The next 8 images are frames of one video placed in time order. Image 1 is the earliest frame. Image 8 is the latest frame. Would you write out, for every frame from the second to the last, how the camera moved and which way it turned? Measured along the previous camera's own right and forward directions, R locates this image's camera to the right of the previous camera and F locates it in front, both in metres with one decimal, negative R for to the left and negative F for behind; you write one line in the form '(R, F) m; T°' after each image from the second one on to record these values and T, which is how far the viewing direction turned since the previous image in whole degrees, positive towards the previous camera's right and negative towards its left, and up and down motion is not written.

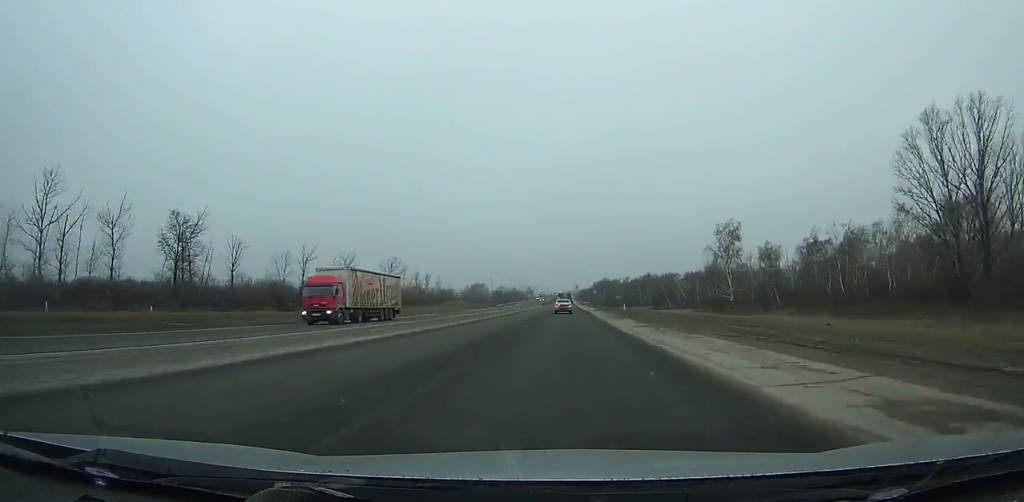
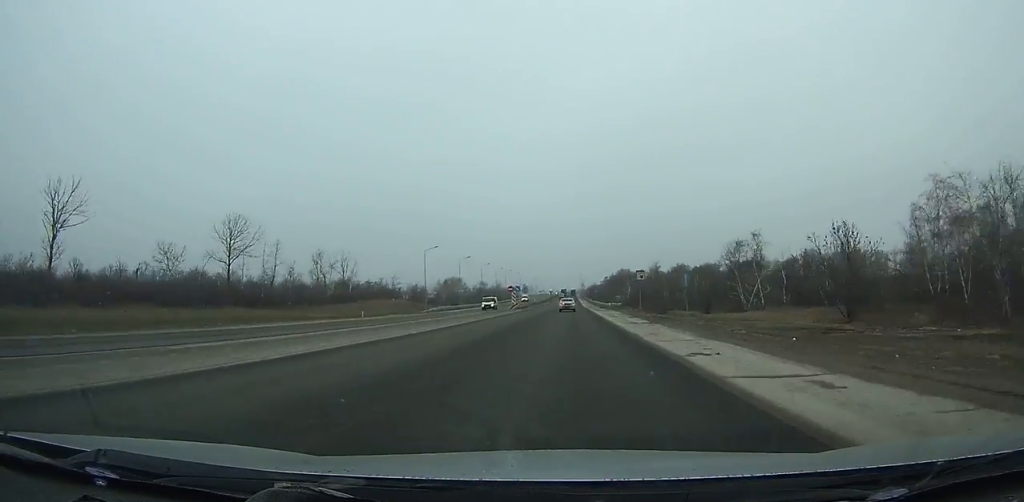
(-0.3, +98.7) m; 0°
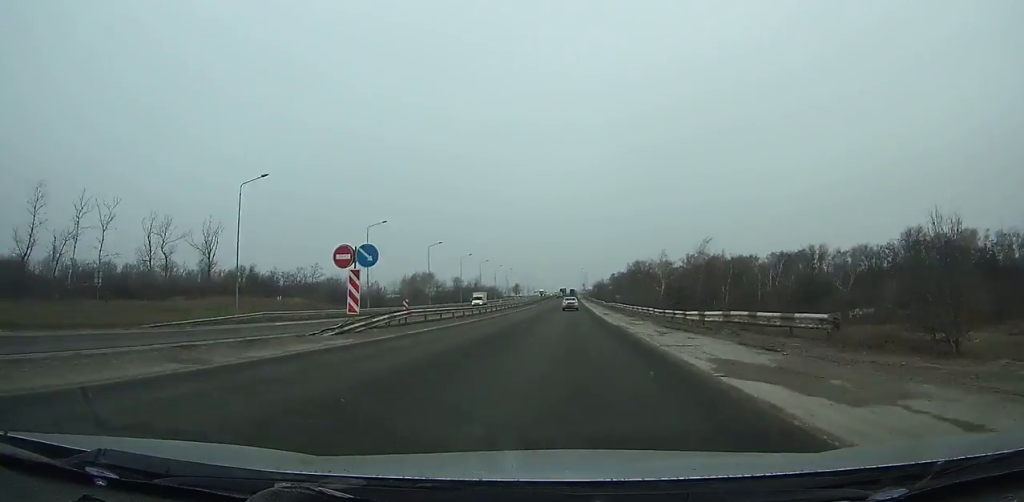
(+0.2, +61.2) m; 0°
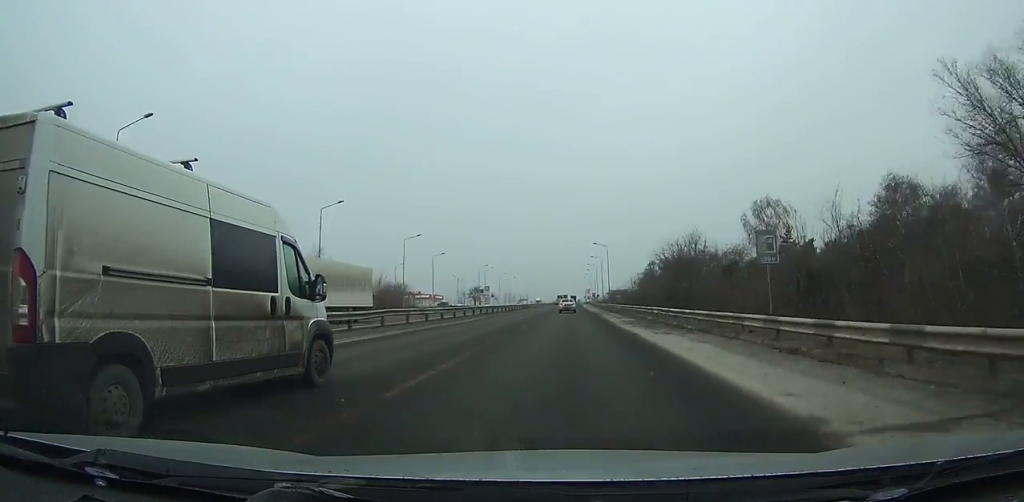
(+0.5, +134.0) m; 0°
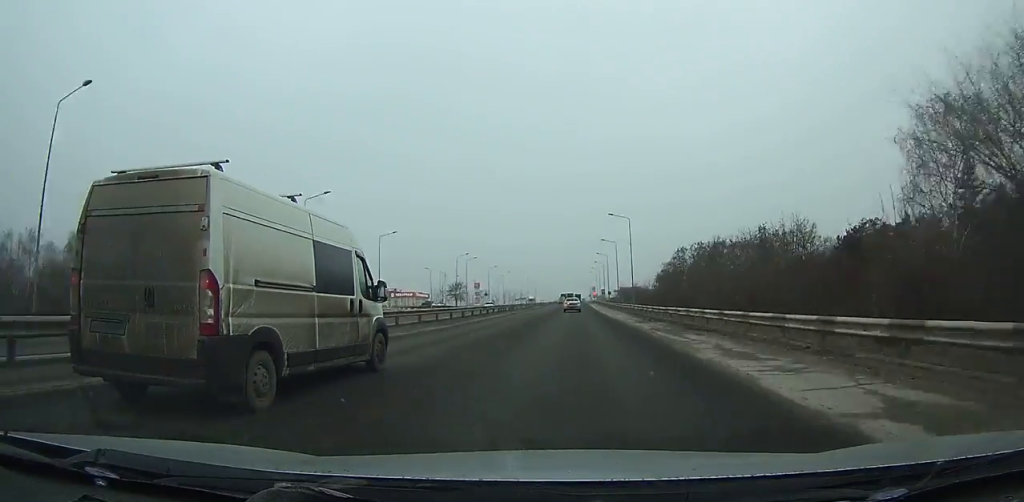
(0.0, +35.1) m; 0°
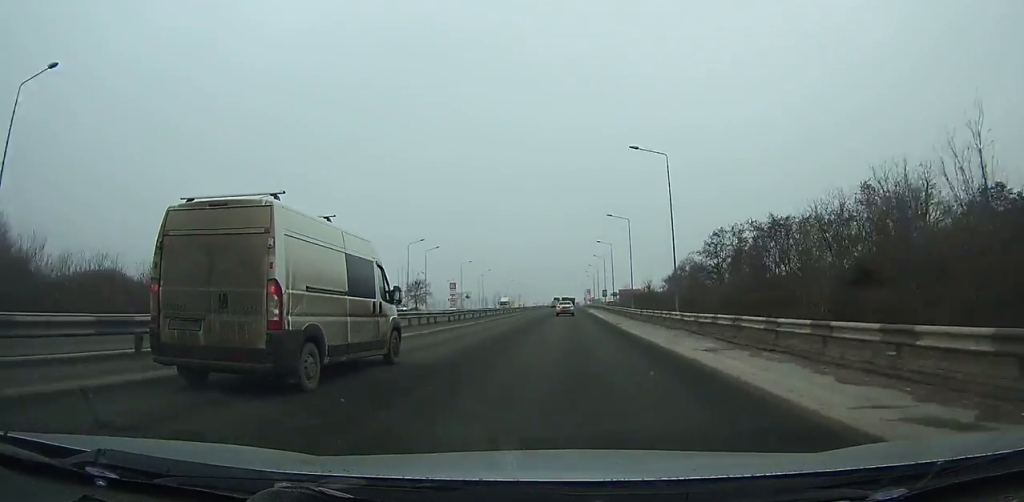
(-0.1, +31.9) m; 0°
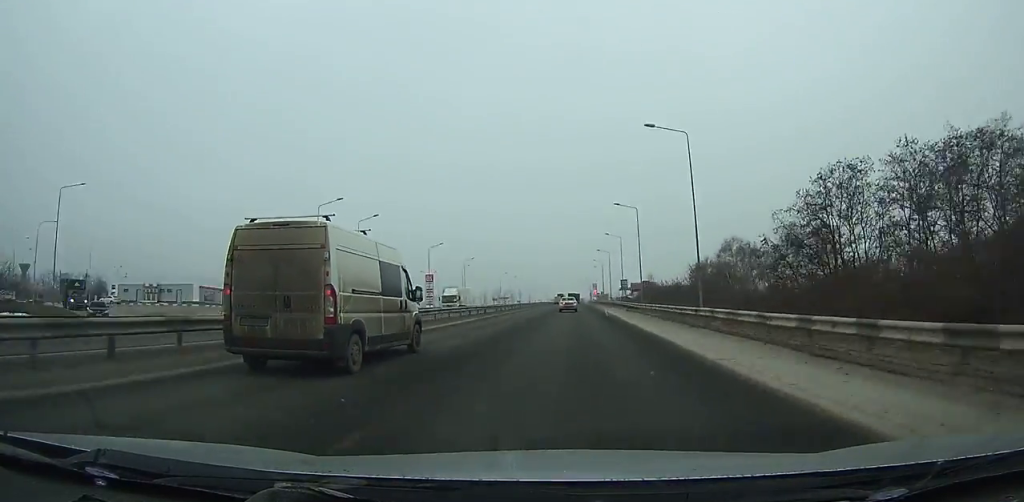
(0.0, +34.1) m; 0°
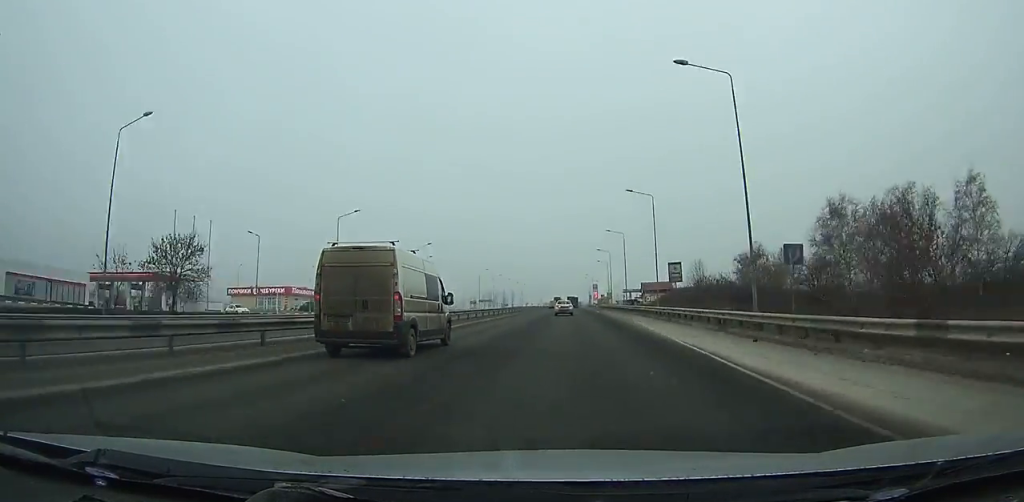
(-0.1, +39.9) m; 0°
